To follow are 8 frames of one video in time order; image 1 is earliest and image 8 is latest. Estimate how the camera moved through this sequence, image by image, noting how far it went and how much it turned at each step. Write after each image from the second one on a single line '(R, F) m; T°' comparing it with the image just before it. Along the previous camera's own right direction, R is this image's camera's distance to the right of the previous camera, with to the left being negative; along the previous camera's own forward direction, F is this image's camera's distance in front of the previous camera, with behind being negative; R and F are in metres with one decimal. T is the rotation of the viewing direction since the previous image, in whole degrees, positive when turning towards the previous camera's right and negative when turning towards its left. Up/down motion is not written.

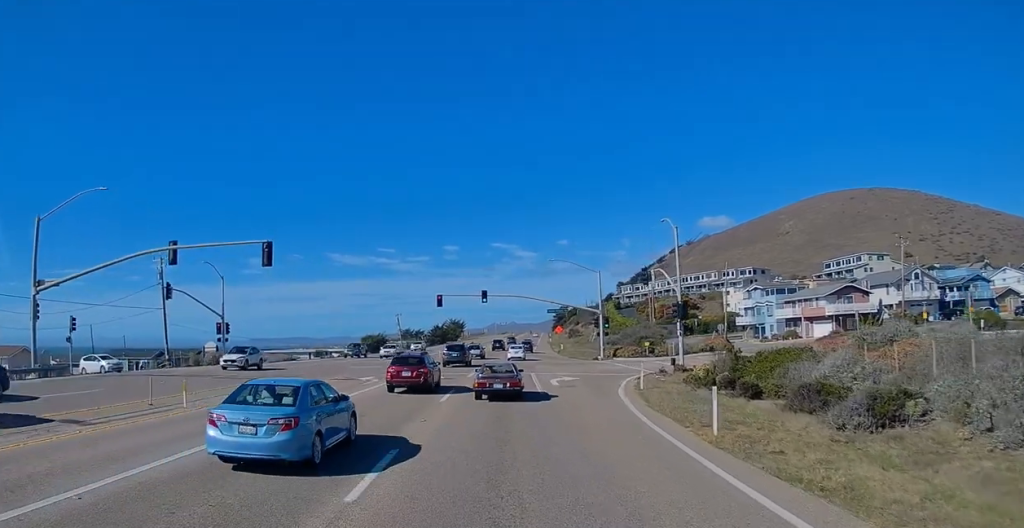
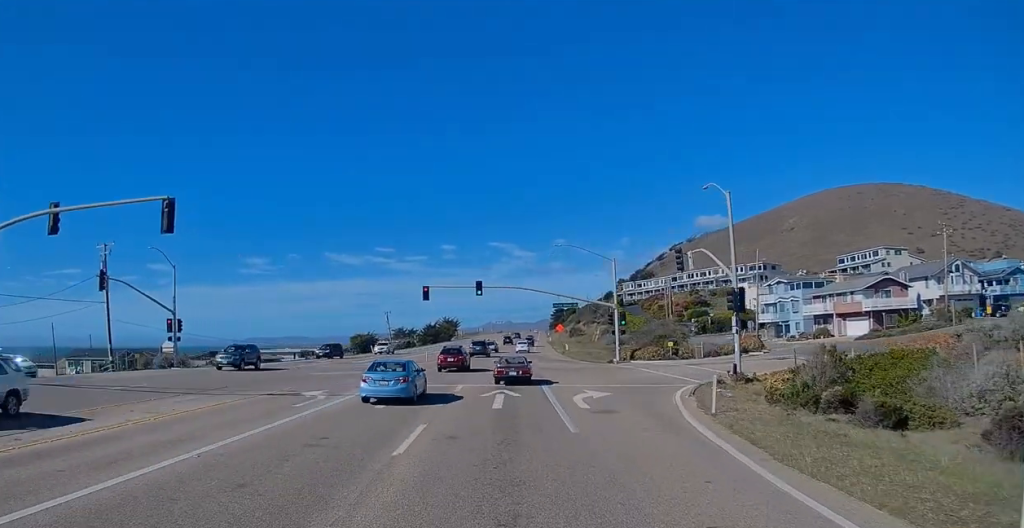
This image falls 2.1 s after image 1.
(-0.2, +10.5) m; 0°
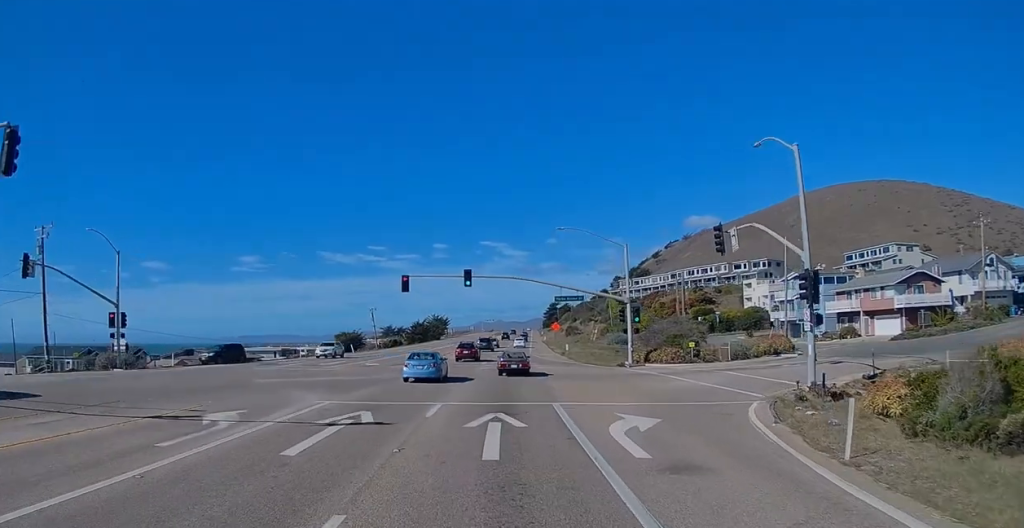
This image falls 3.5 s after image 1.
(+0.1, +8.7) m; +2°
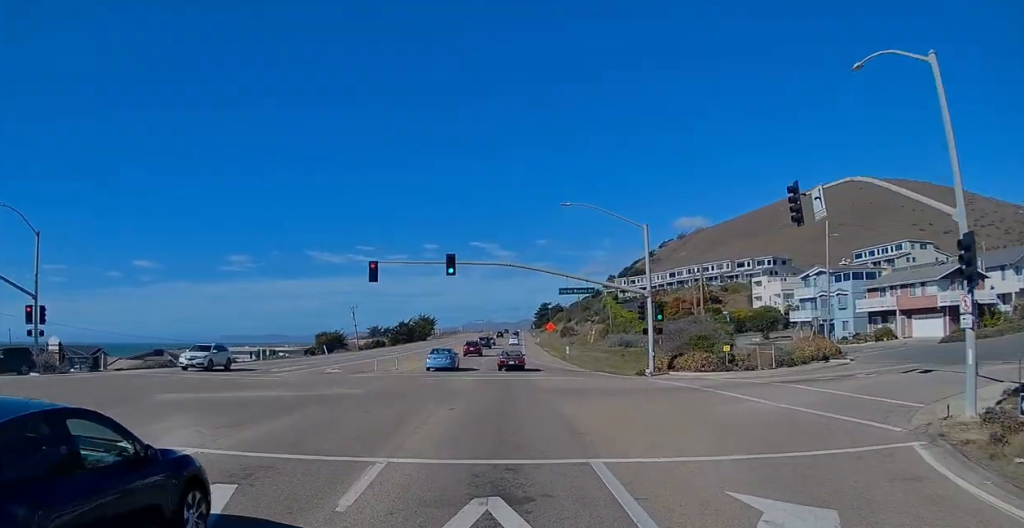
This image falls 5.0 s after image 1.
(+0.2, +11.0) m; +4°
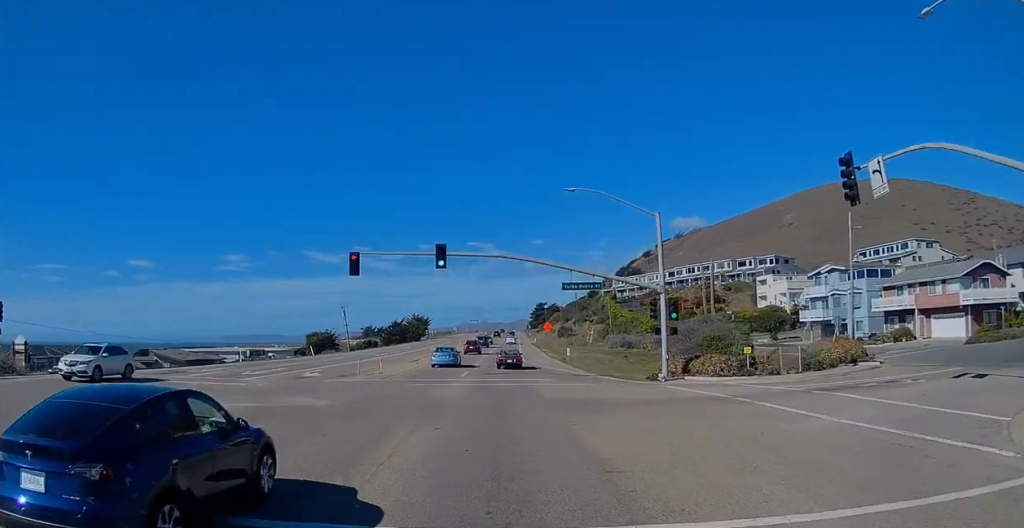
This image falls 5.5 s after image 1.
(+0.2, +4.6) m; +1°
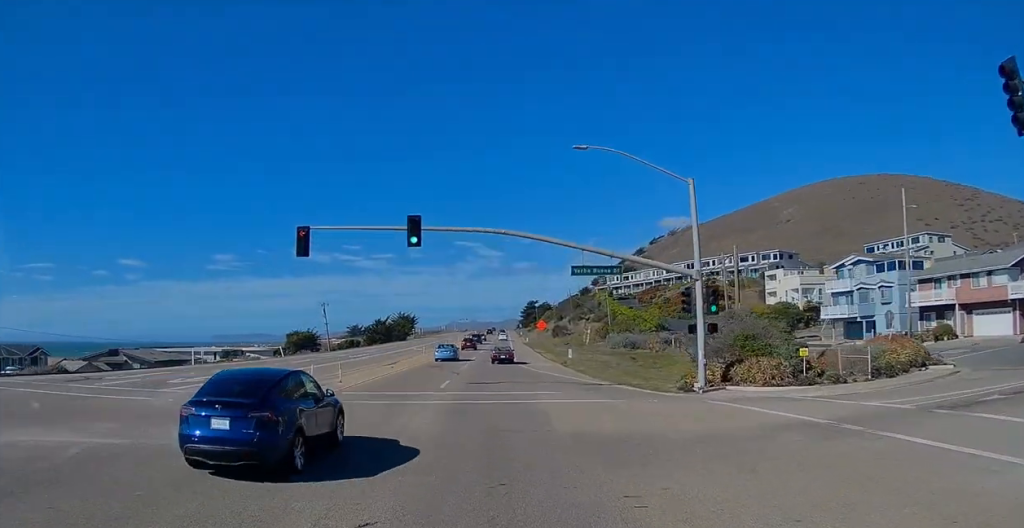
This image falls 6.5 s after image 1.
(+0.2, +9.0) m; +1°
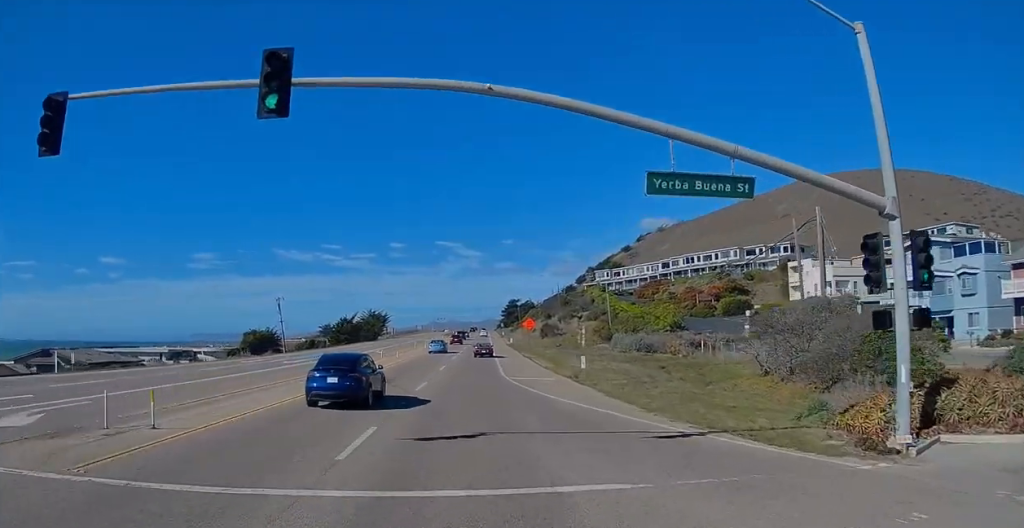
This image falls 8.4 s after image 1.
(-0.4, +17.2) m; -2°
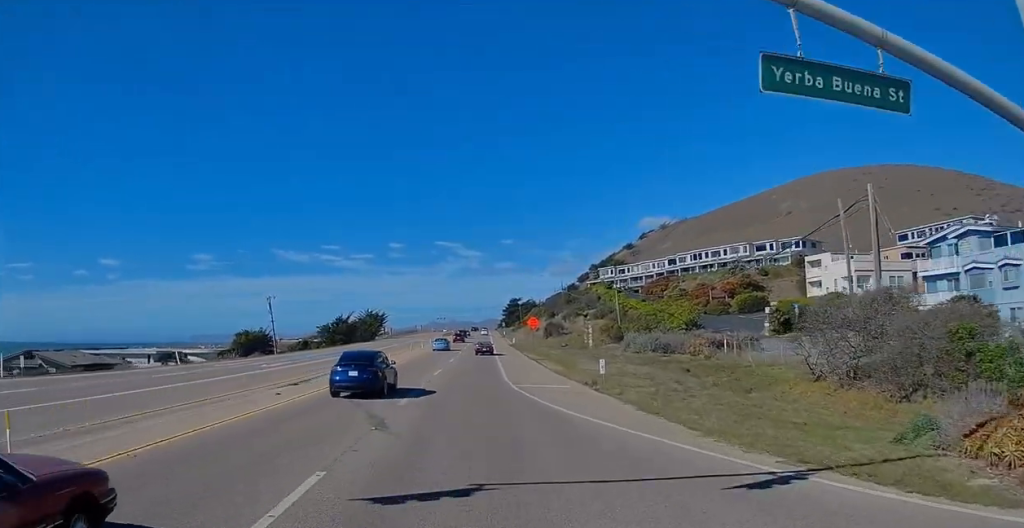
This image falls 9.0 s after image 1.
(0.0, +5.6) m; 0°
